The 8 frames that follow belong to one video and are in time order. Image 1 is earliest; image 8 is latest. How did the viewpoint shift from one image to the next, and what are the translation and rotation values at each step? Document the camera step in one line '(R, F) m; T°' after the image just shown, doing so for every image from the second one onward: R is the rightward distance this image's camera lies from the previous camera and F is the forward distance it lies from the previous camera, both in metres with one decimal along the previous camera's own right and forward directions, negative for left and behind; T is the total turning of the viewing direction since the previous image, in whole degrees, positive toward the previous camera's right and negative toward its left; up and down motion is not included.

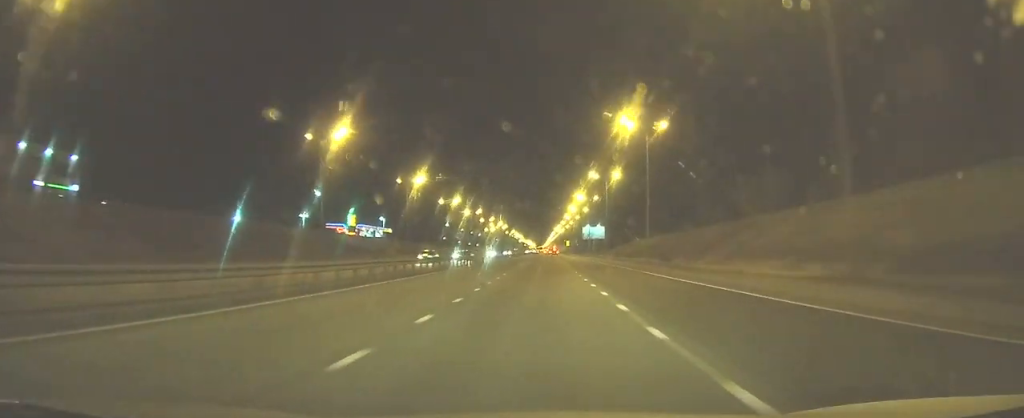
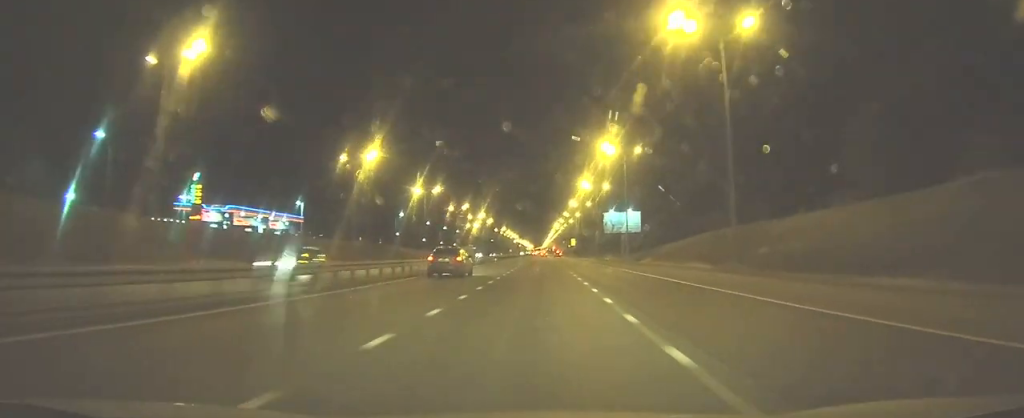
(-0.2, +66.4) m; 0°
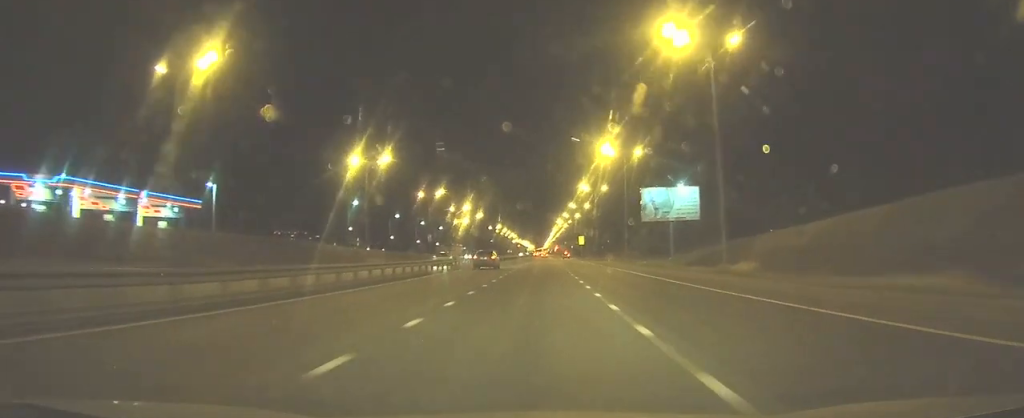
(-0.1, +37.6) m; 0°
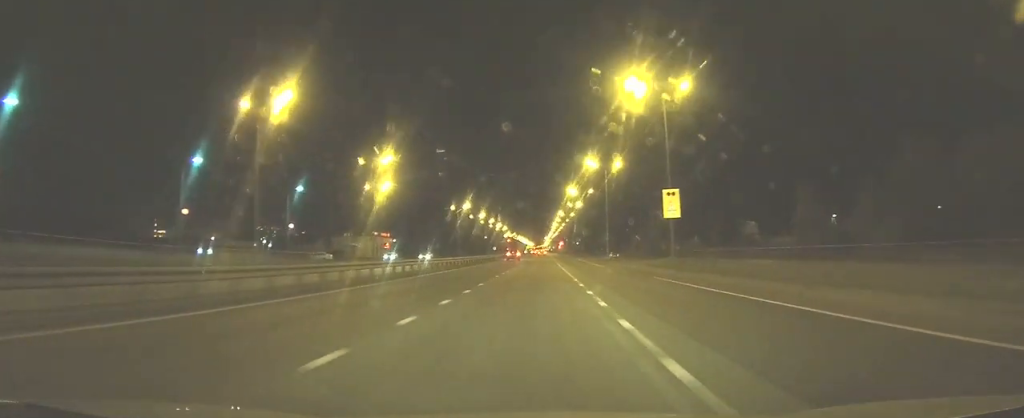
(-0.1, +104.1) m; 0°
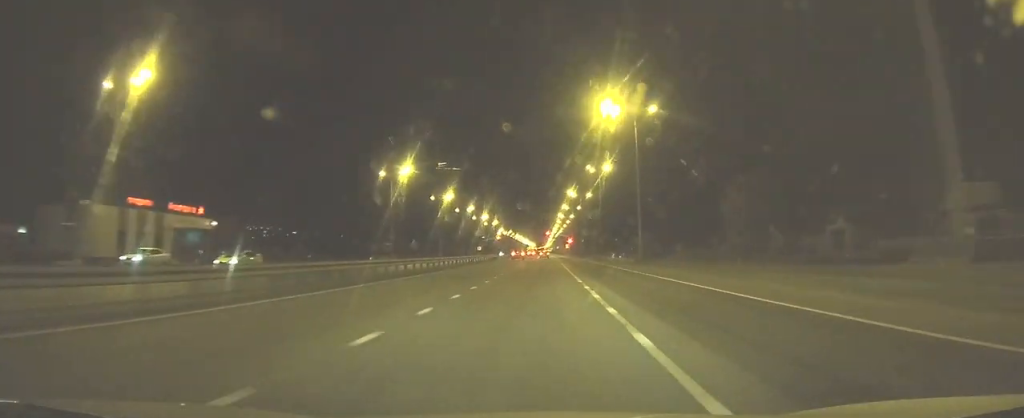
(-0.1, +63.7) m; 0°
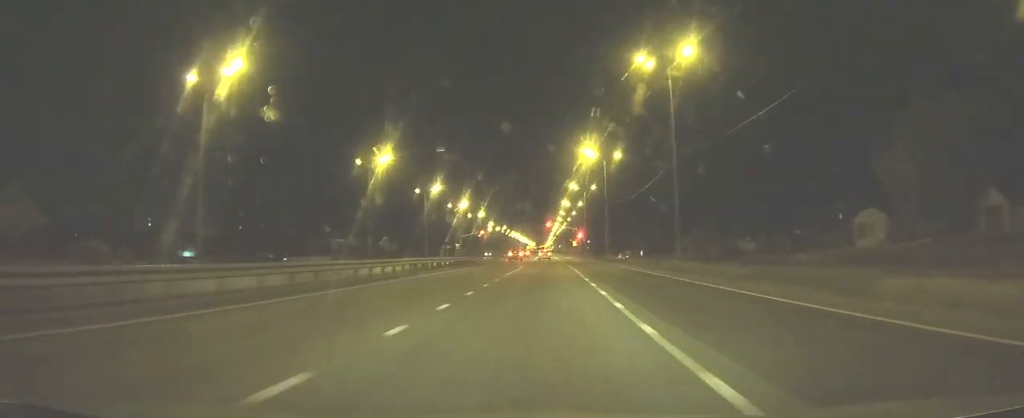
(-0.1, +45.8) m; 0°
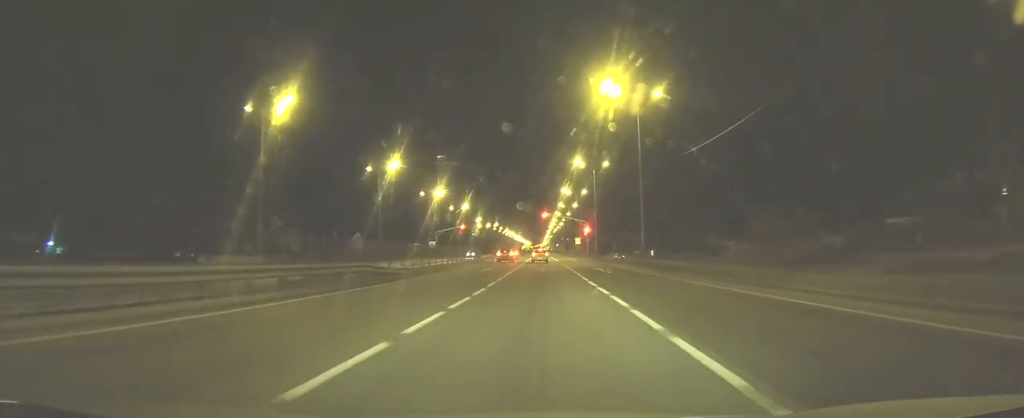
(0.0, +26.8) m; 0°
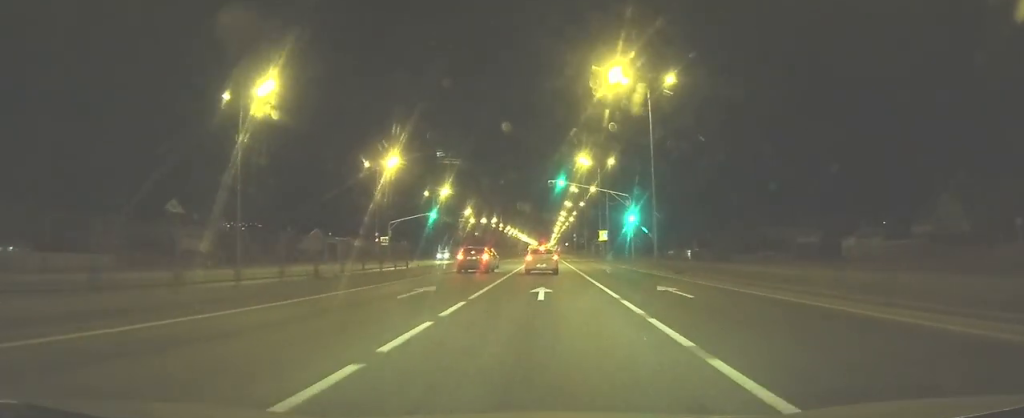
(-0.2, +40.2) m; 0°
